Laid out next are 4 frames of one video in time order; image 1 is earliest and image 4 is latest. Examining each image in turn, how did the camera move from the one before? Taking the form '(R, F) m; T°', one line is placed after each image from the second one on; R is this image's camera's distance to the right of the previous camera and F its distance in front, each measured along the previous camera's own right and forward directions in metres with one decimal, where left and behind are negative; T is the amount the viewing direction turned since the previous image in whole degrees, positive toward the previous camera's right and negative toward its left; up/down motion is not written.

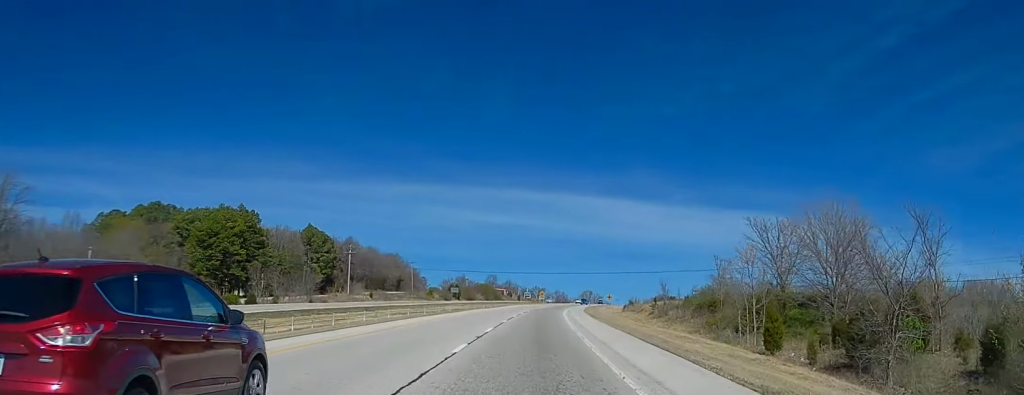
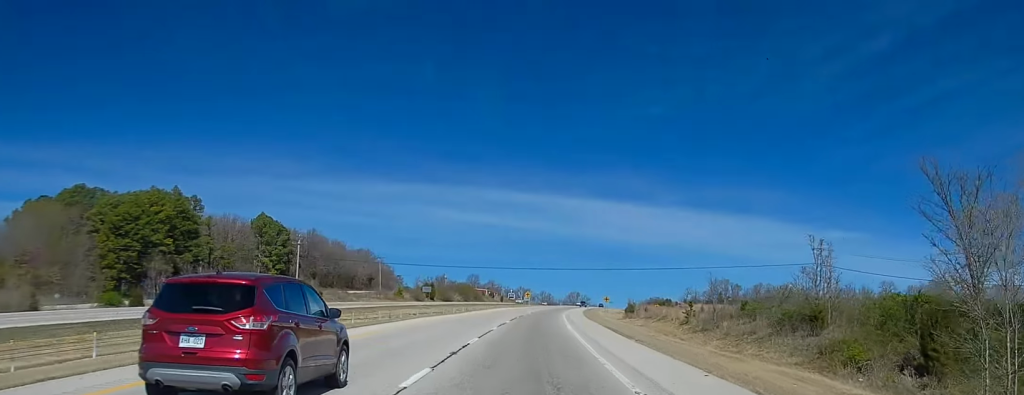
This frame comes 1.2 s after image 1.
(+0.6, +31.4) m; +2°
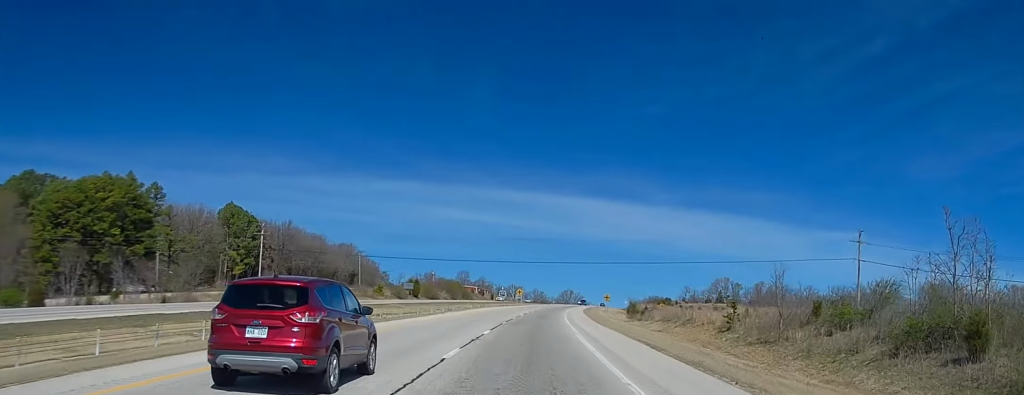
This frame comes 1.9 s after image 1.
(+0.1, +18.2) m; 0°
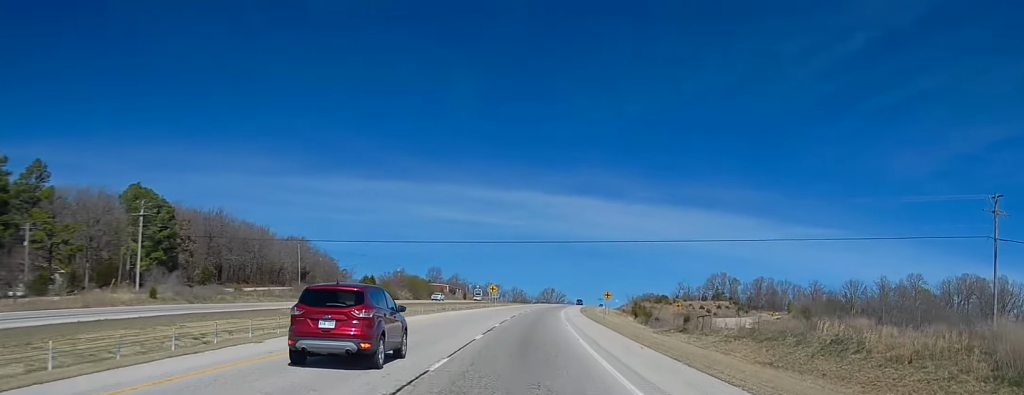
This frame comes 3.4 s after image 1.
(0.0, +39.6) m; +2°
